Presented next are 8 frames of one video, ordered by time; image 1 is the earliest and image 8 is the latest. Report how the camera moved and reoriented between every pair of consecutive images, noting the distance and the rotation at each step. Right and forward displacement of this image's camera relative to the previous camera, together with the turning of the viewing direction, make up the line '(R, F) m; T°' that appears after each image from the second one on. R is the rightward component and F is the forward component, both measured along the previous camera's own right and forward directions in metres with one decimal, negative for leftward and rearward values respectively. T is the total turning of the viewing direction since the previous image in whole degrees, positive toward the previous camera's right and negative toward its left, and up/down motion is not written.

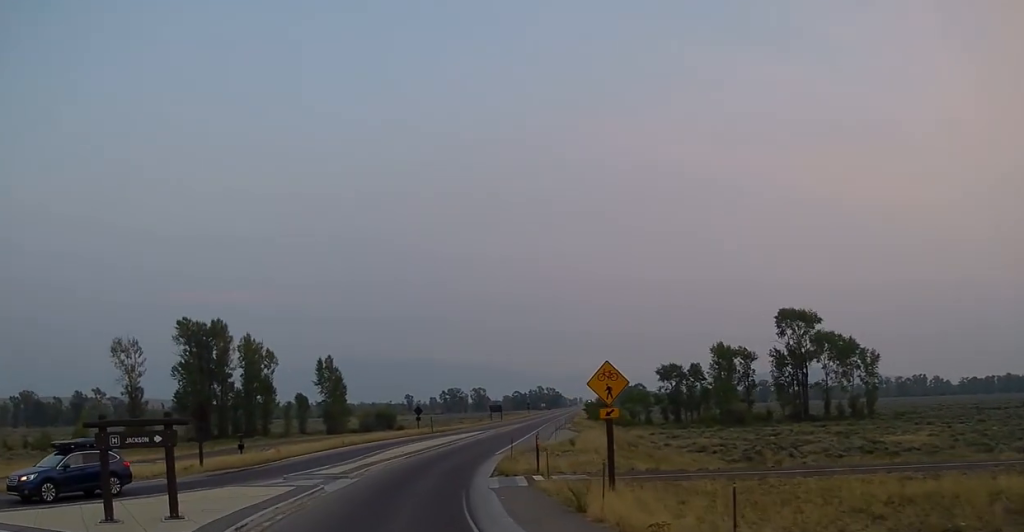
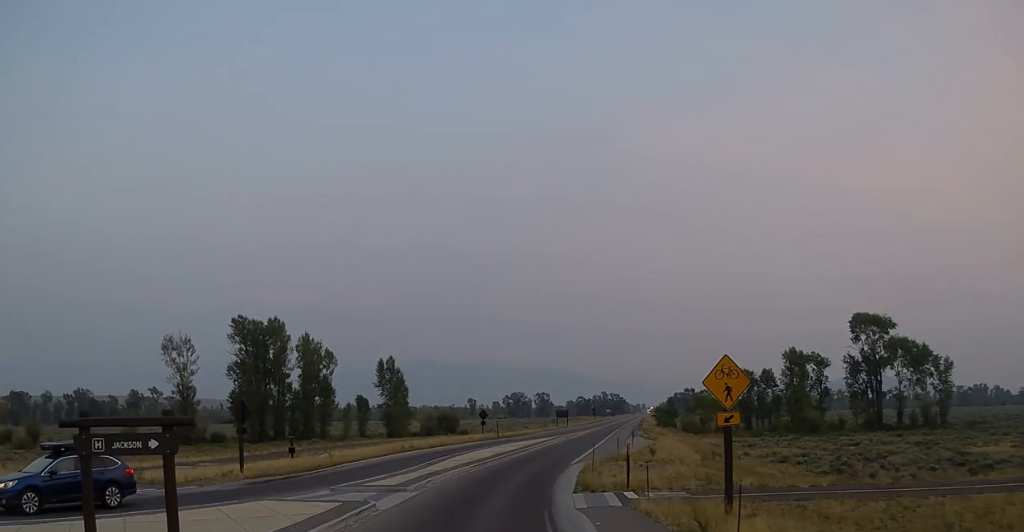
(-0.4, +3.8) m; -1°
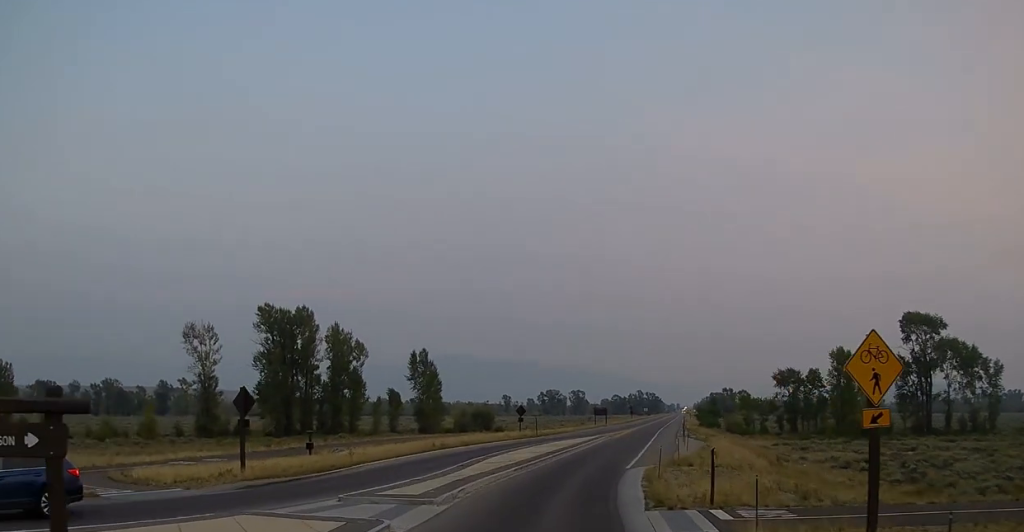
(-0.1, +4.6) m; 0°
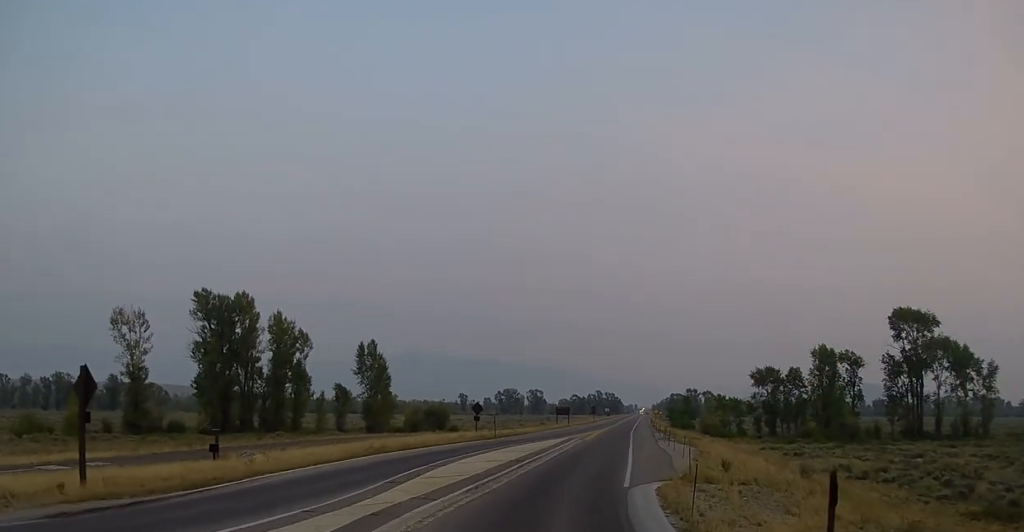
(+0.5, +8.4) m; +5°
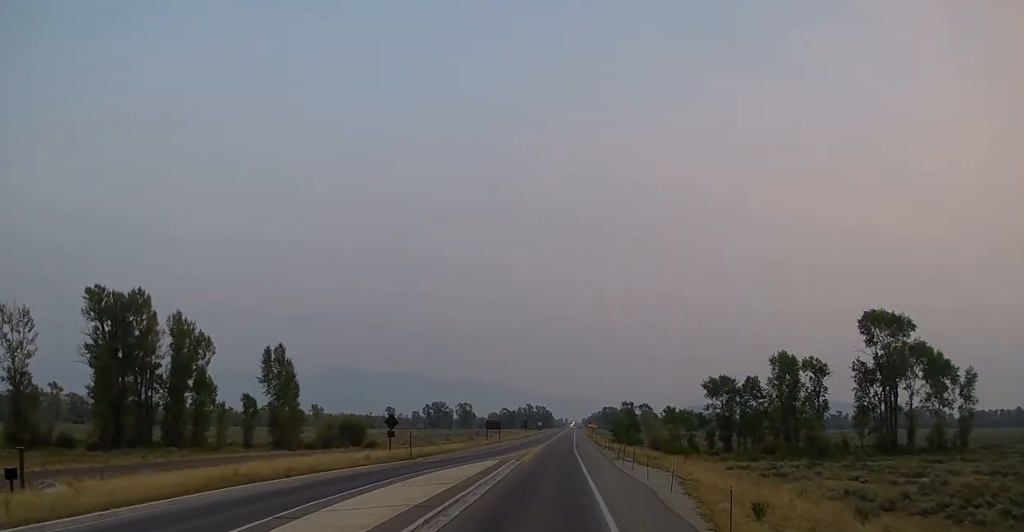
(+0.4, +10.5) m; +7°
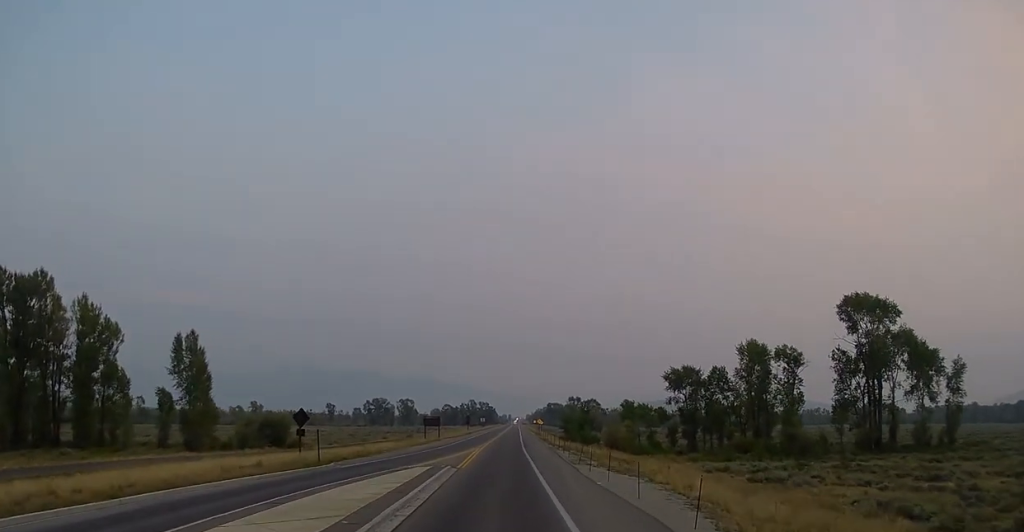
(+0.6, +9.6) m; +1°
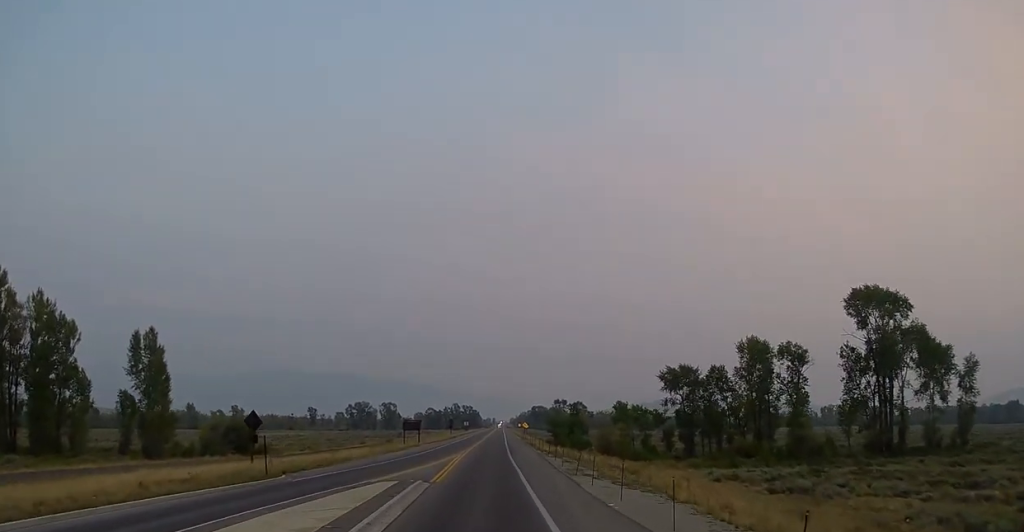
(-0.4, +5.7) m; 0°
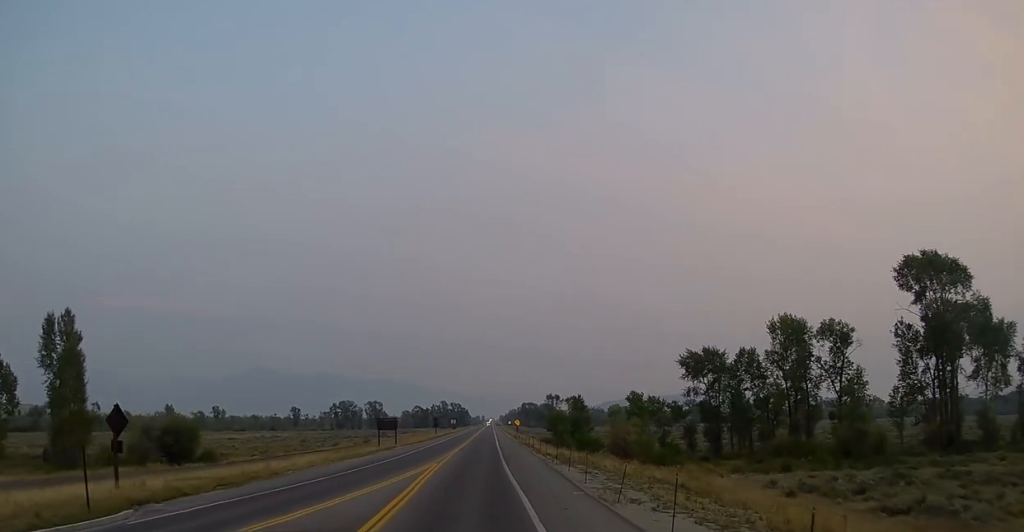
(+0.3, +12.4) m; +3°
